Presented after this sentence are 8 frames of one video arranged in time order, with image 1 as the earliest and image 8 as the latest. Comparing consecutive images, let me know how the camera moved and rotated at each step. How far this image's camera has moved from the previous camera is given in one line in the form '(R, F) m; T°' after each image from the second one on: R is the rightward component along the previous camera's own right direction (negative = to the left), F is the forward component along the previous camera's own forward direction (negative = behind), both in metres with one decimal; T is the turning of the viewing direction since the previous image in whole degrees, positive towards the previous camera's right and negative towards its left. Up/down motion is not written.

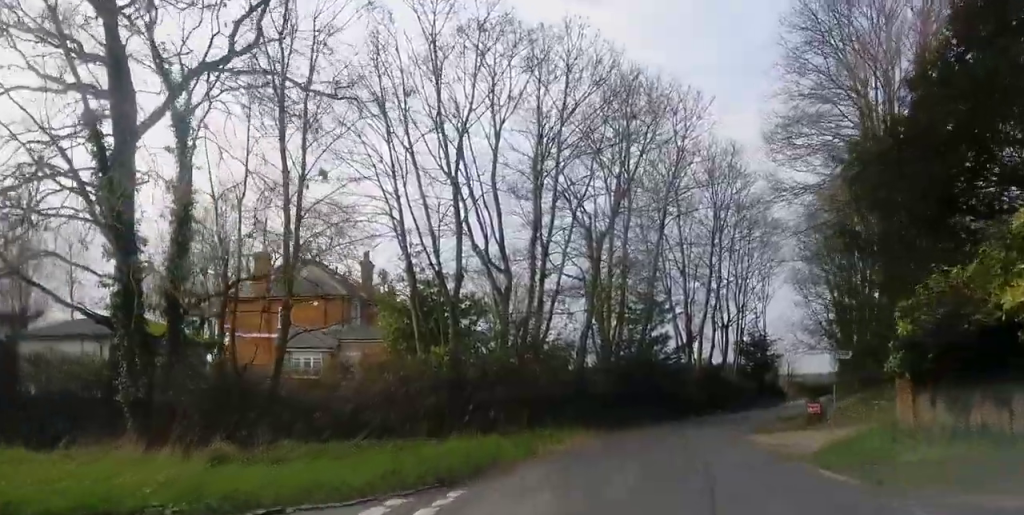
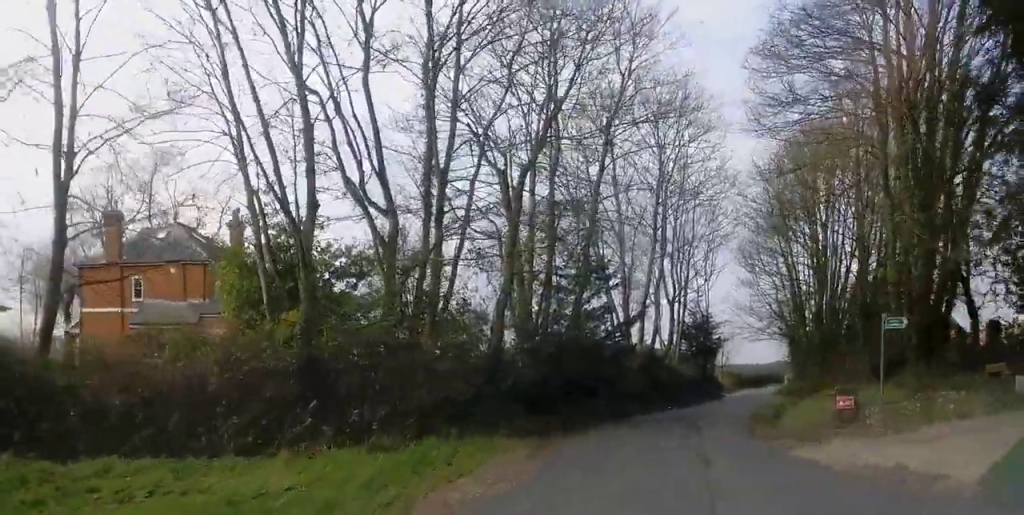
(+0.3, +8.9) m; +7°
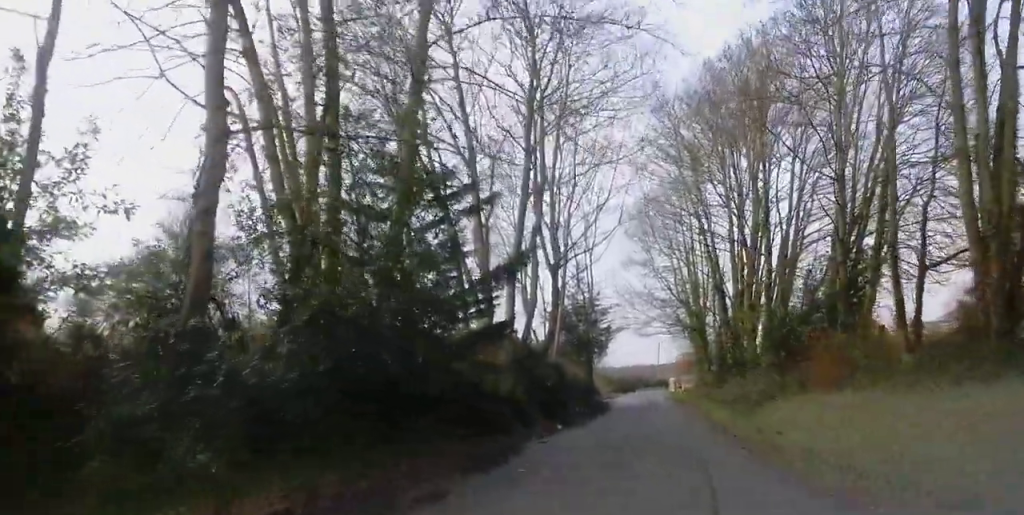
(+1.7, +14.8) m; +9°
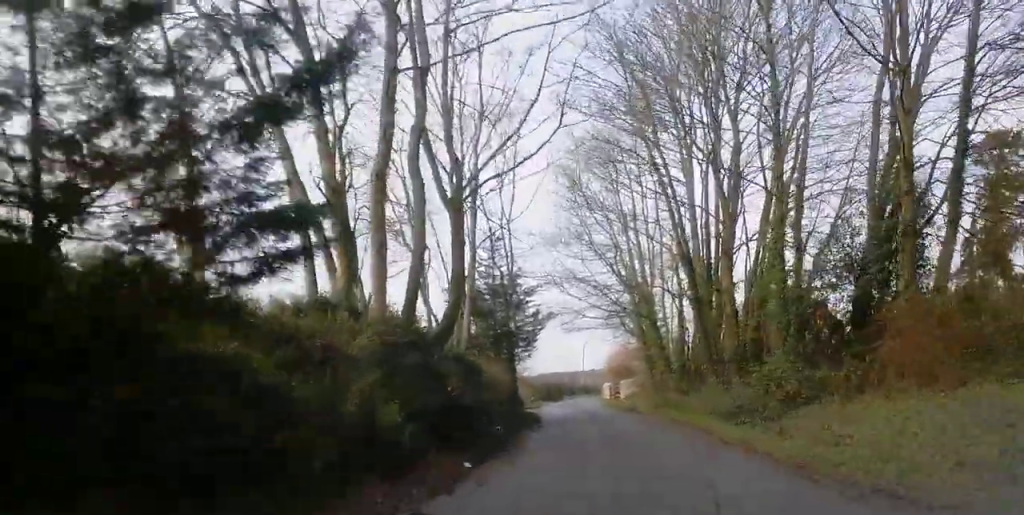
(+0.3, +10.8) m; +4°
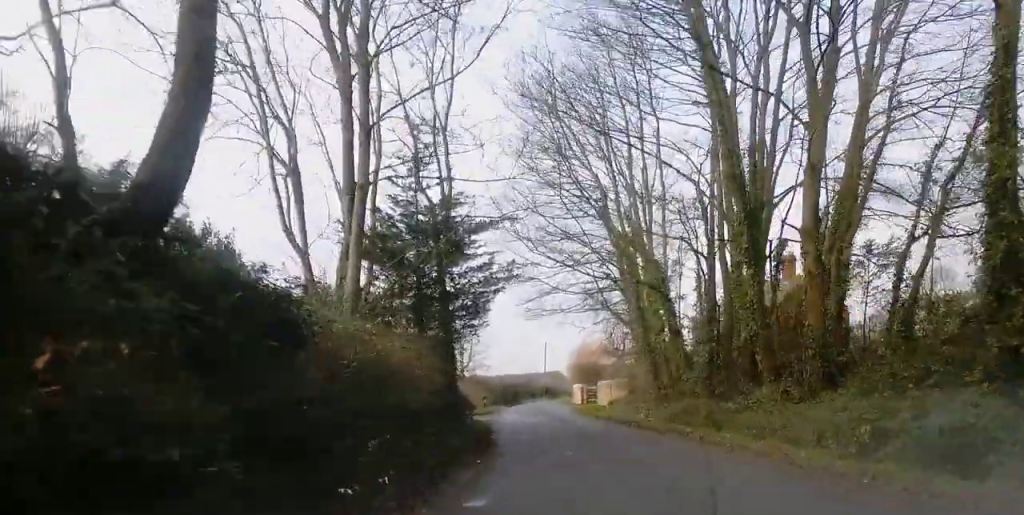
(+0.6, +12.3) m; +5°
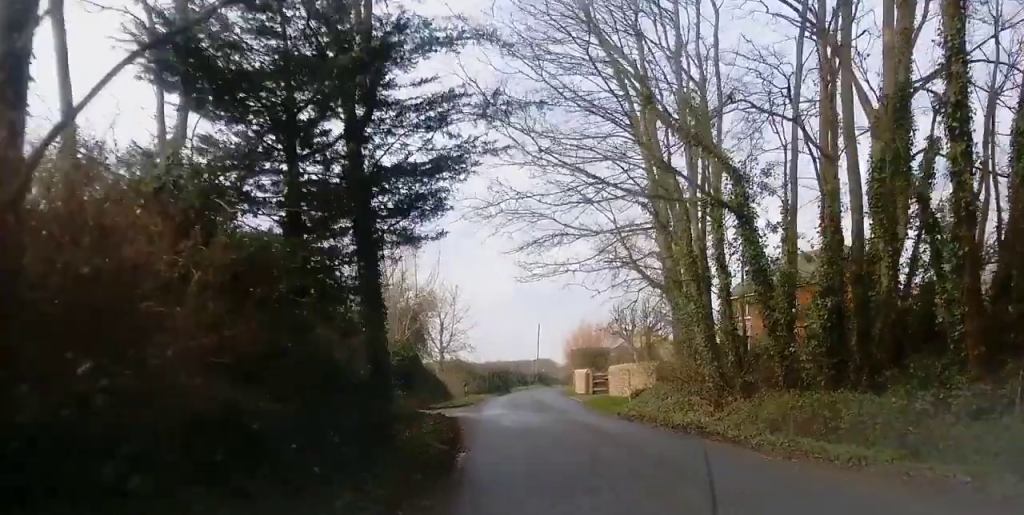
(+0.5, +10.1) m; +1°
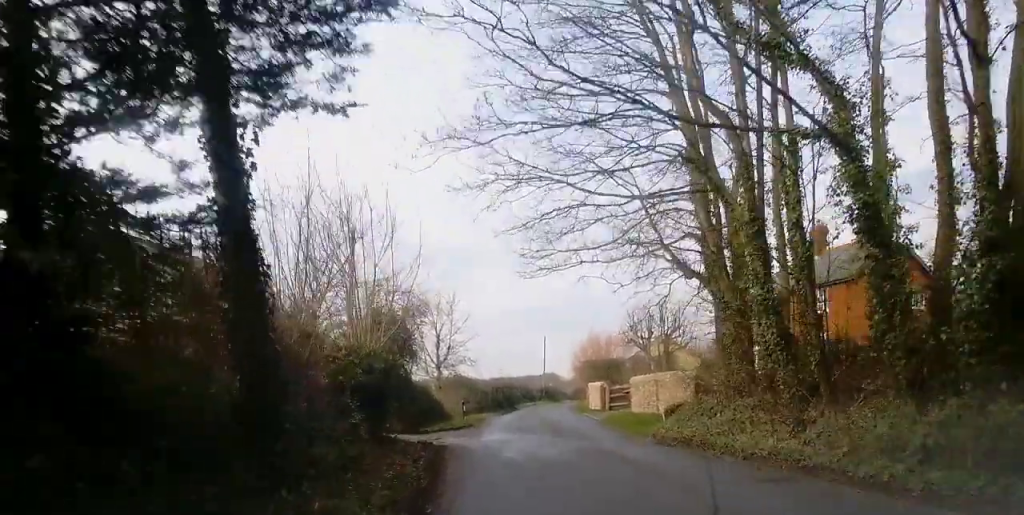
(-0.1, +5.4) m; -2°
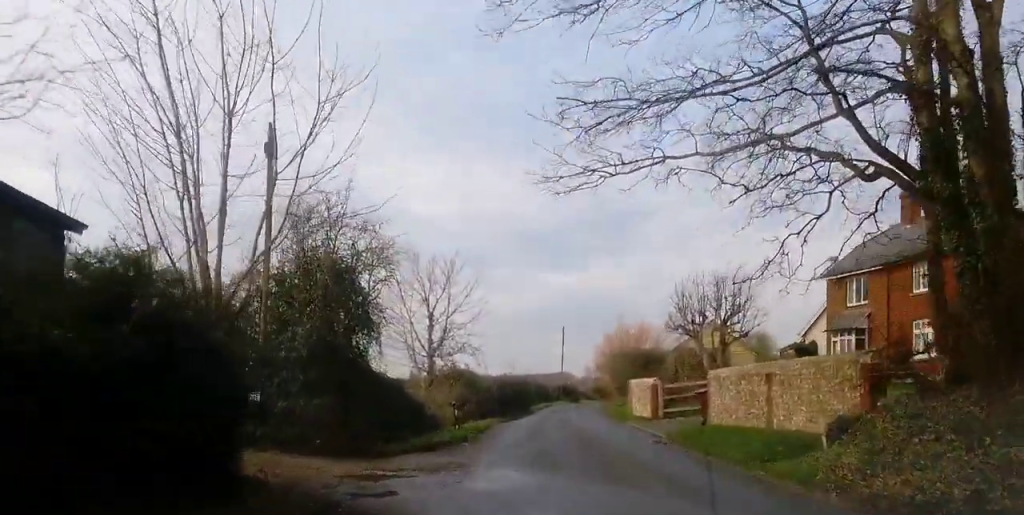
(-0.4, +10.8) m; -3°
